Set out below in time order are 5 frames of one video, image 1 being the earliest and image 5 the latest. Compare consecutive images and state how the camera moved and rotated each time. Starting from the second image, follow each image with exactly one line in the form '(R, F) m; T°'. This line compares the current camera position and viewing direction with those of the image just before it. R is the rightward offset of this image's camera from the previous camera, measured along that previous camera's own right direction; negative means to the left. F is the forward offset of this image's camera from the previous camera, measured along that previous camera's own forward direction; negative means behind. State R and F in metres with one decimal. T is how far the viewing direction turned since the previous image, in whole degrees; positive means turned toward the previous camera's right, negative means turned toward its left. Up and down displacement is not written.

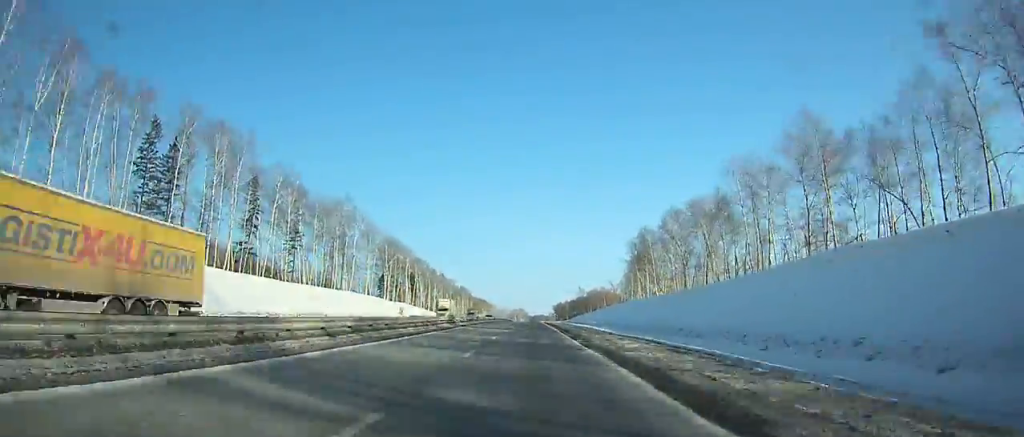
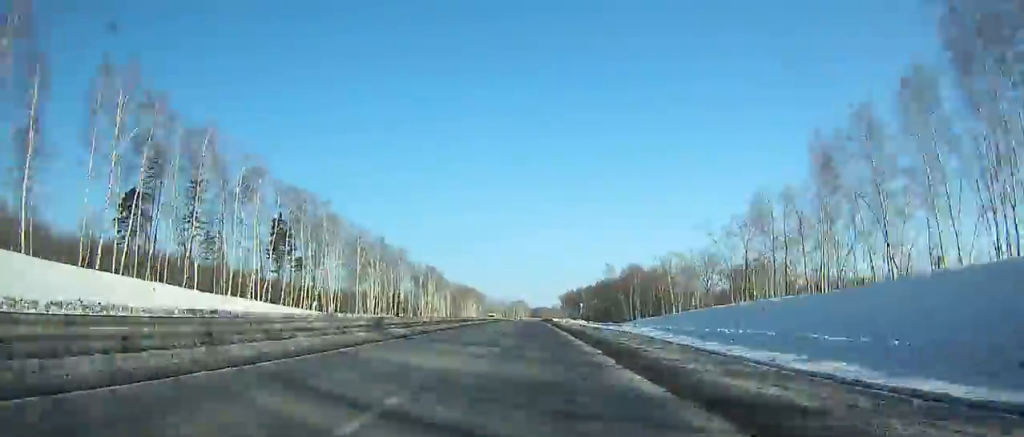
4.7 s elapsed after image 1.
(+0.2, +119.1) m; 0°
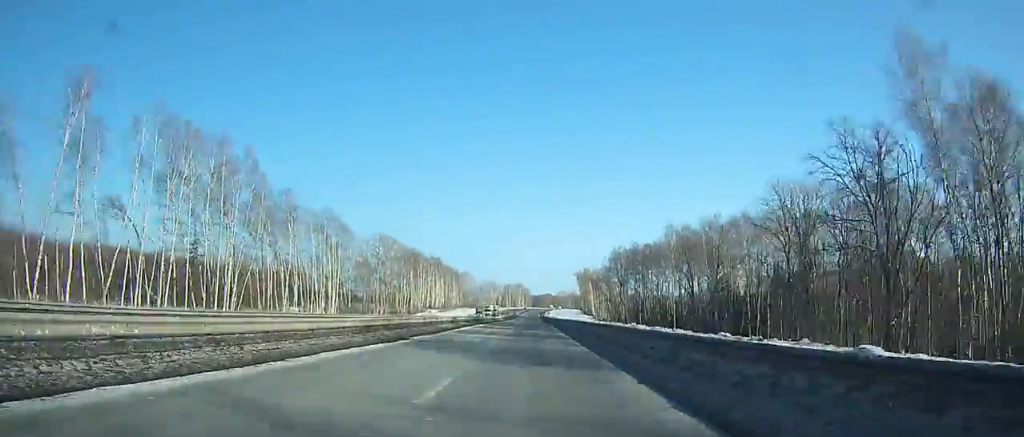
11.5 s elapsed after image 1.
(+0.7, +177.4) m; 0°
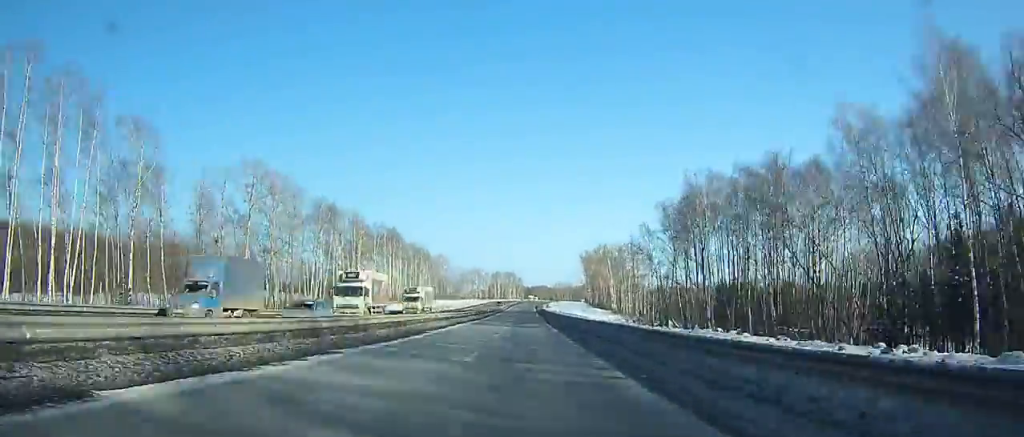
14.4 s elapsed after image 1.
(+0.2, +76.8) m; 0°
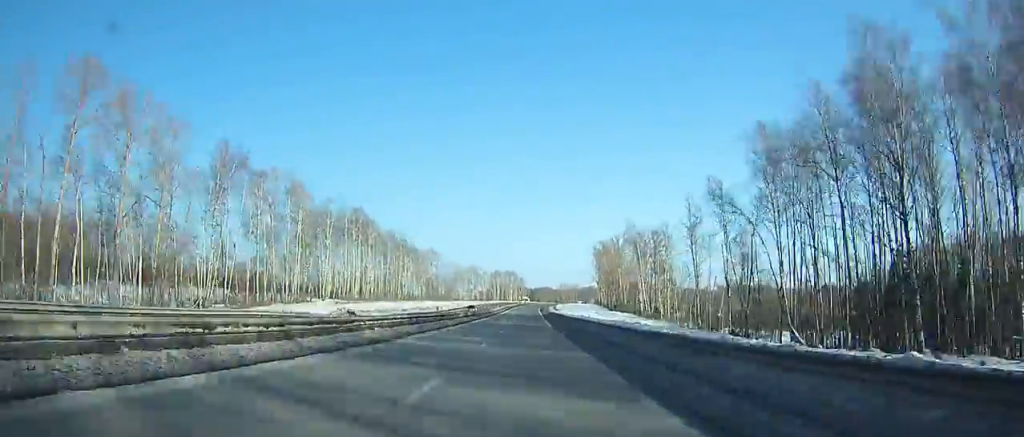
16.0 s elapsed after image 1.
(+0.1, +42.3) m; 0°
